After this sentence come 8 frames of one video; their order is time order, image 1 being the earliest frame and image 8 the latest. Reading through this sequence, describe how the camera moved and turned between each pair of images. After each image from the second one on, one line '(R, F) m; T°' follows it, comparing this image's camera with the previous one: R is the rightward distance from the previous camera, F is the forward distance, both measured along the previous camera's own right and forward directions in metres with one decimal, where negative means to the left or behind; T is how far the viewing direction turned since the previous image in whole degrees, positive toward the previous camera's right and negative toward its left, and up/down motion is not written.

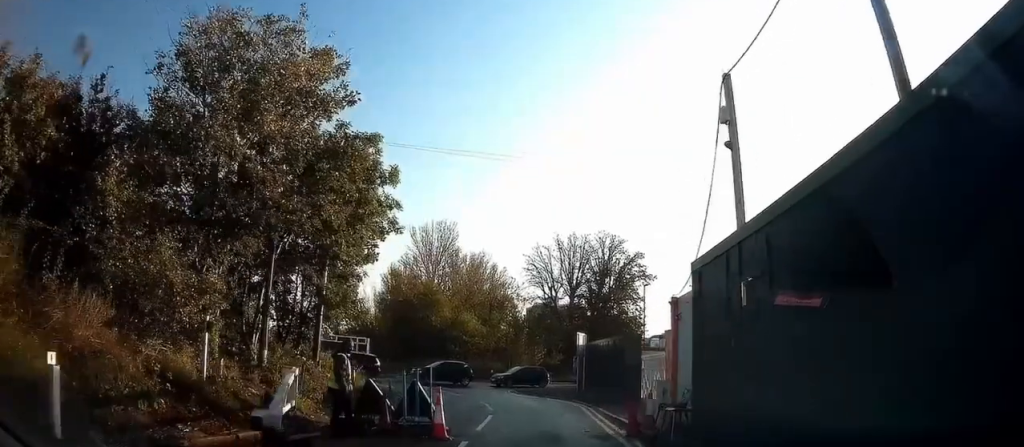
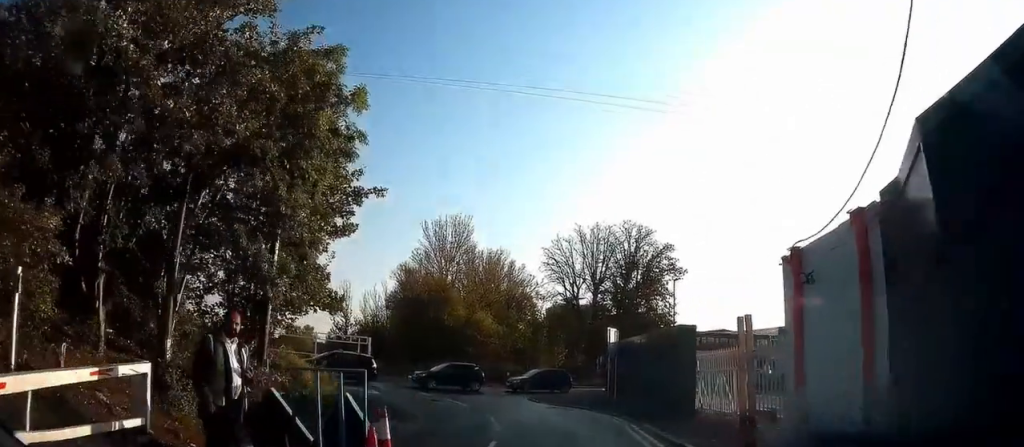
(+0.1, +5.2) m; -1°
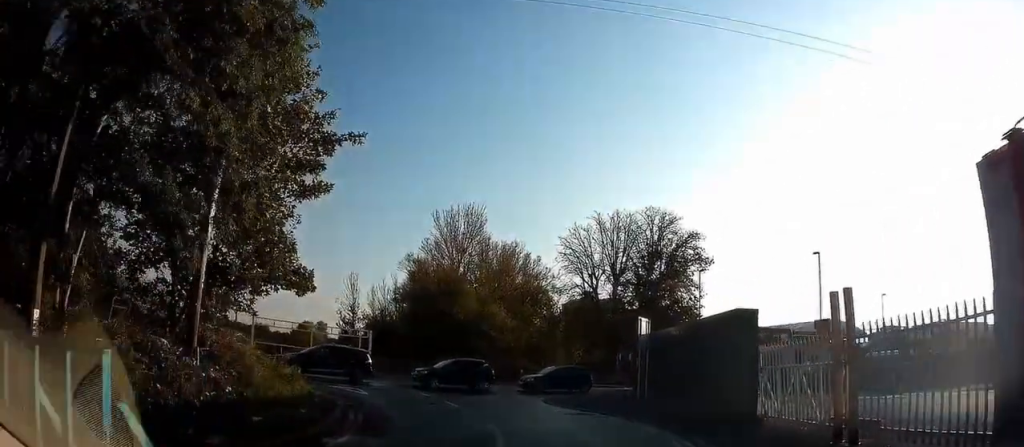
(-0.1, +3.8) m; 0°
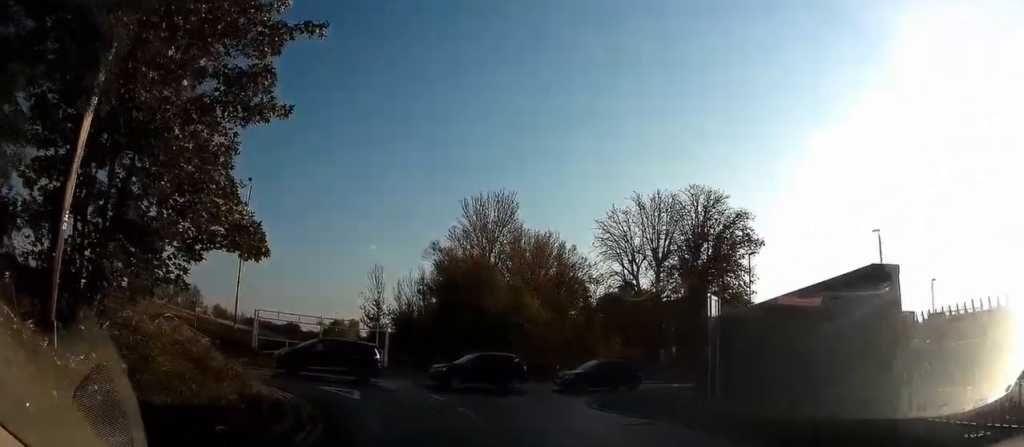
(0.0, +4.1) m; -7°
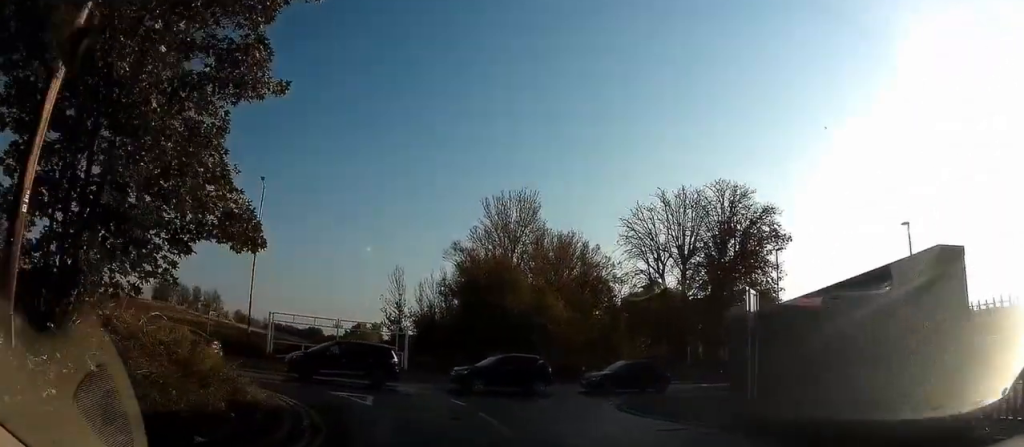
(-0.1, +1.0) m; -4°
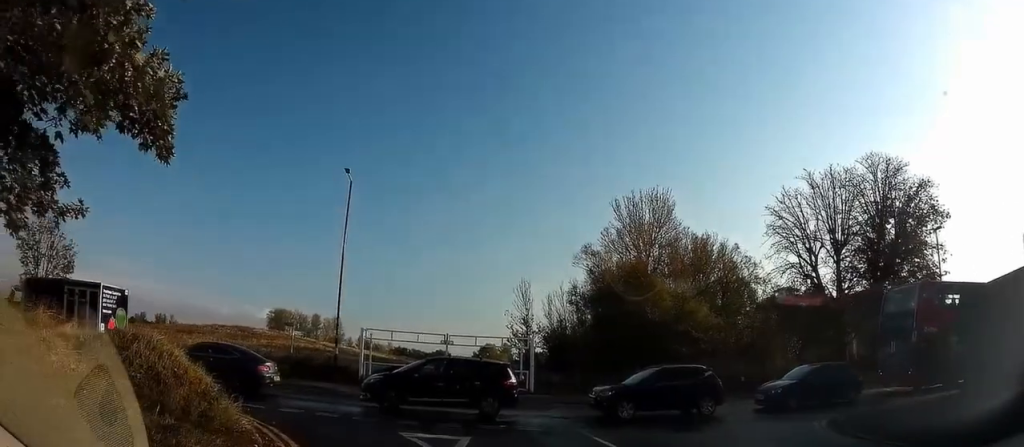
(-0.4, +5.6) m; -9°
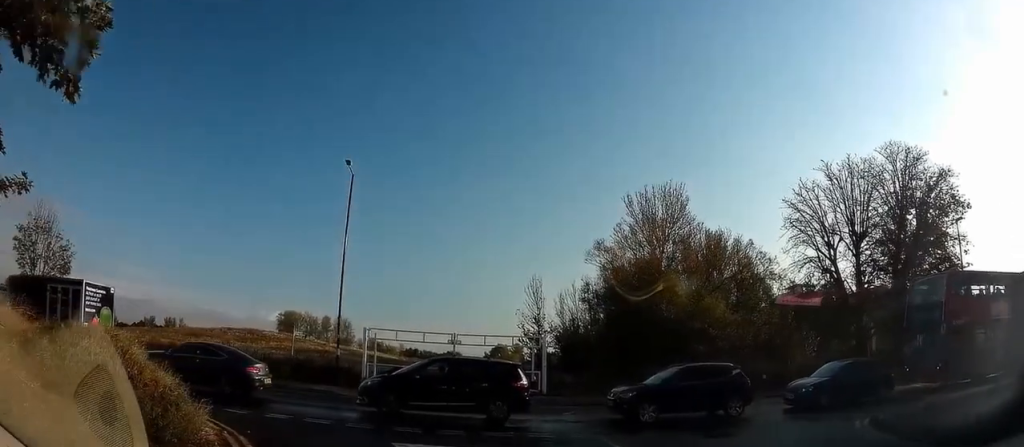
(0.0, +1.5) m; -4°
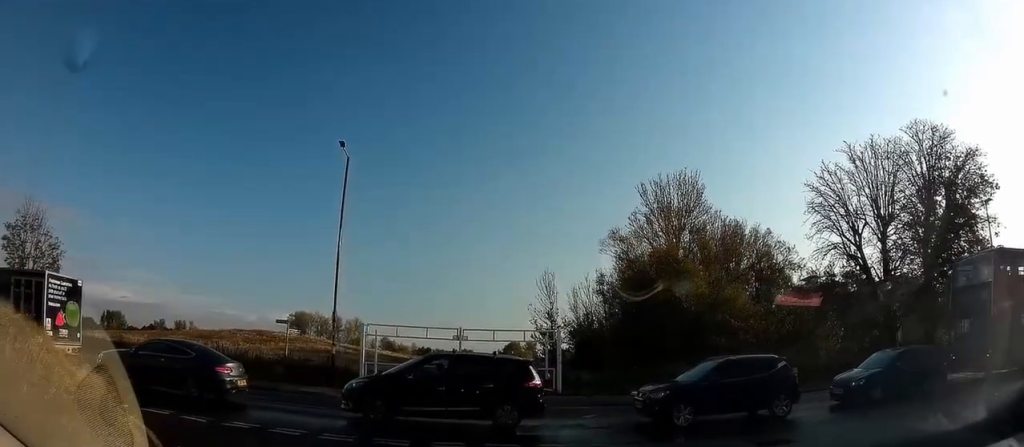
(-0.2, +2.4) m; -8°
